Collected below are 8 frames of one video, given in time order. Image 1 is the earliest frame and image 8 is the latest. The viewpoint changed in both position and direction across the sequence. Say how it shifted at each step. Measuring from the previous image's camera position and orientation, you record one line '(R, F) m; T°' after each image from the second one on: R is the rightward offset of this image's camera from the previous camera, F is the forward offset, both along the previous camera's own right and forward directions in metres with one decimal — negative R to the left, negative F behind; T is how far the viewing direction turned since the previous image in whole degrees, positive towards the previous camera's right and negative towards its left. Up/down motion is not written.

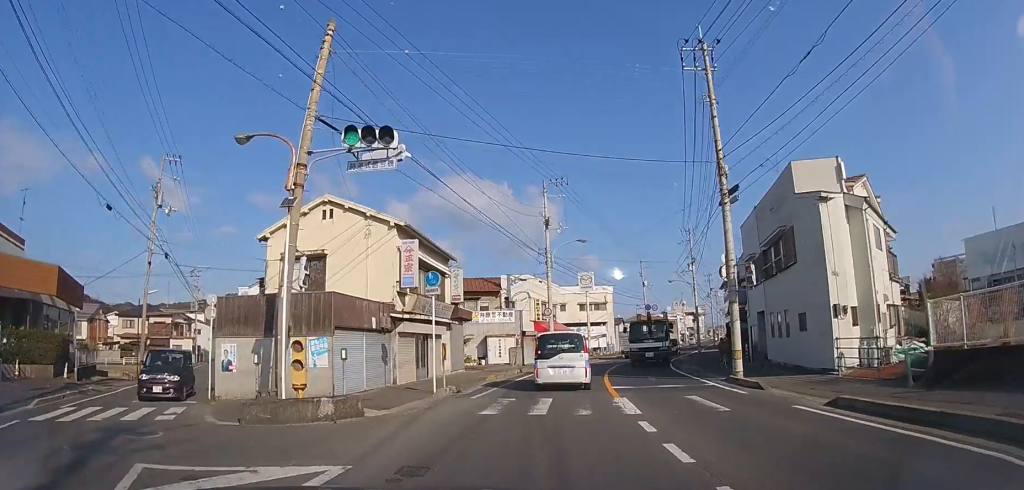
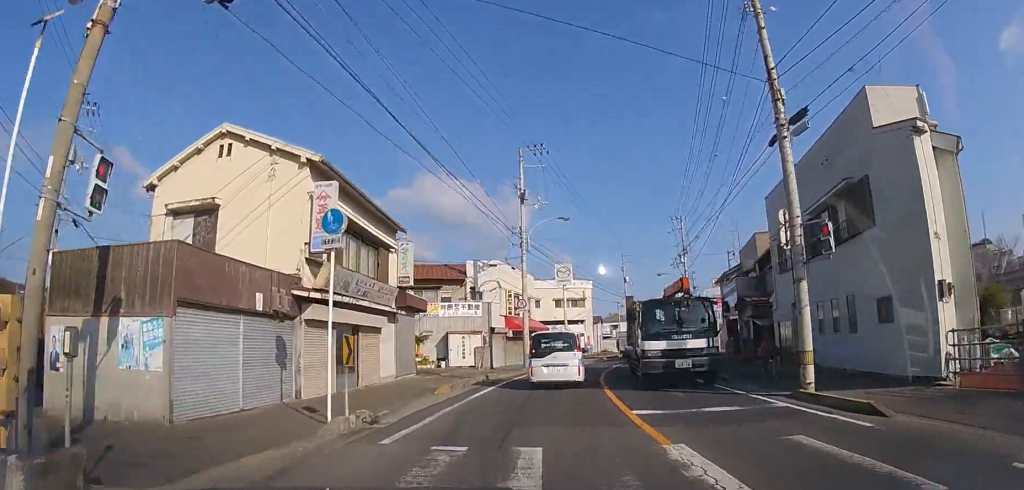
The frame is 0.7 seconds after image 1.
(0.0, +6.0) m; +2°
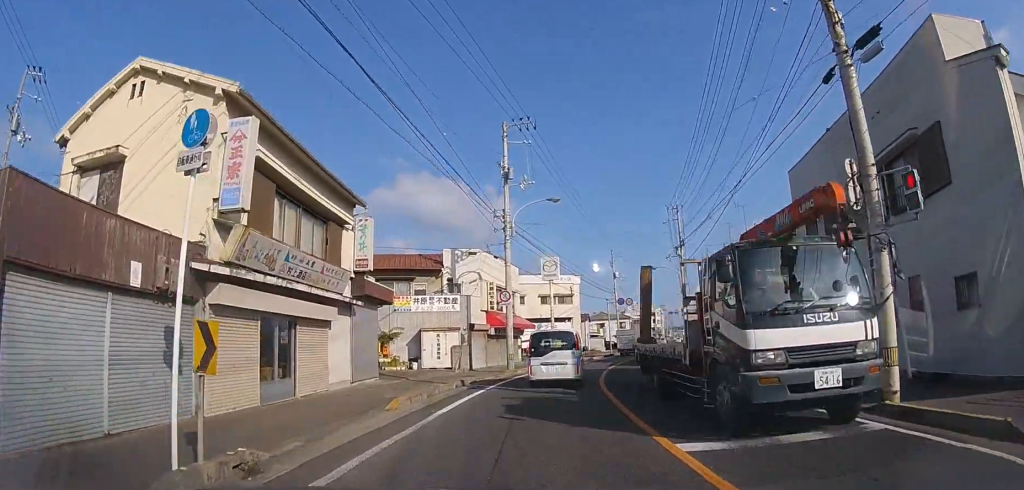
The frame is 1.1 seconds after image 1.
(-0.1, +3.8) m; +2°
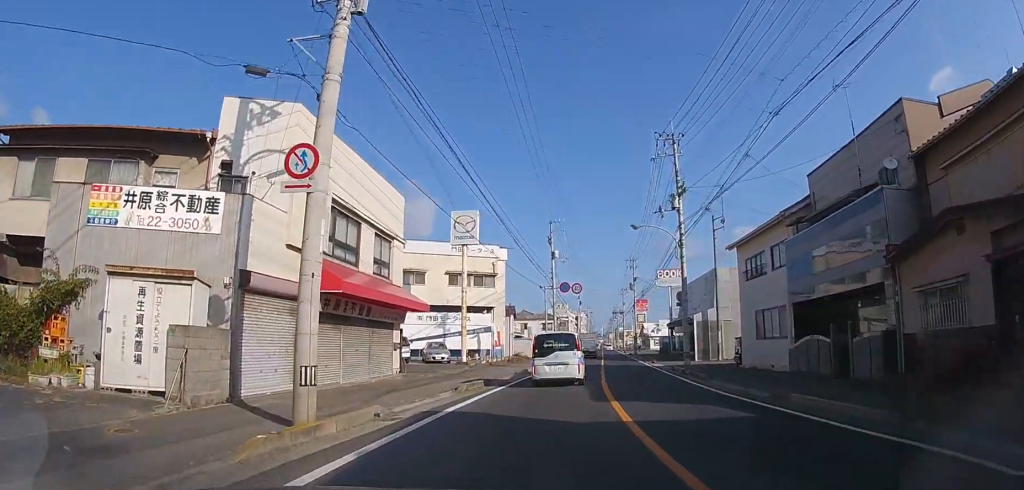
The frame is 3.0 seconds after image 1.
(+2.5, +17.1) m; +15°
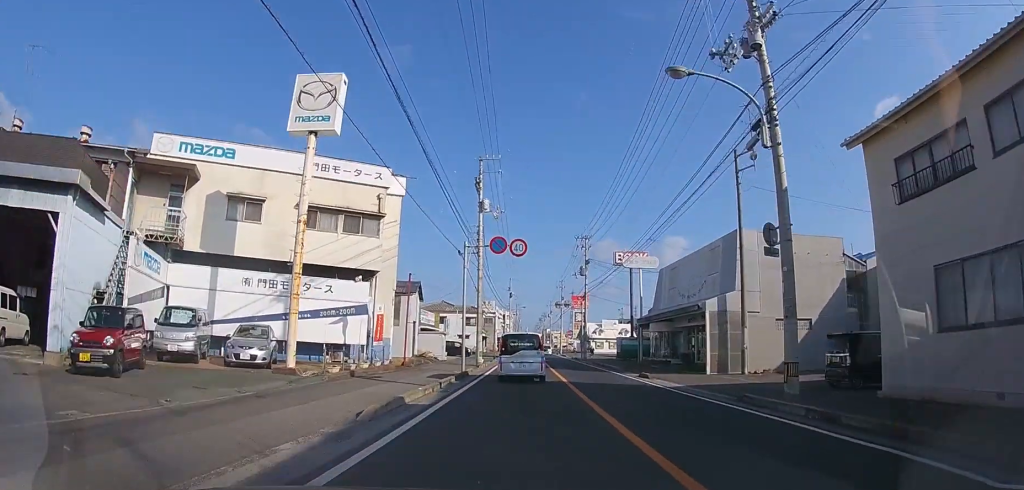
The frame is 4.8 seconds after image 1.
(+1.2, +16.9) m; +6°
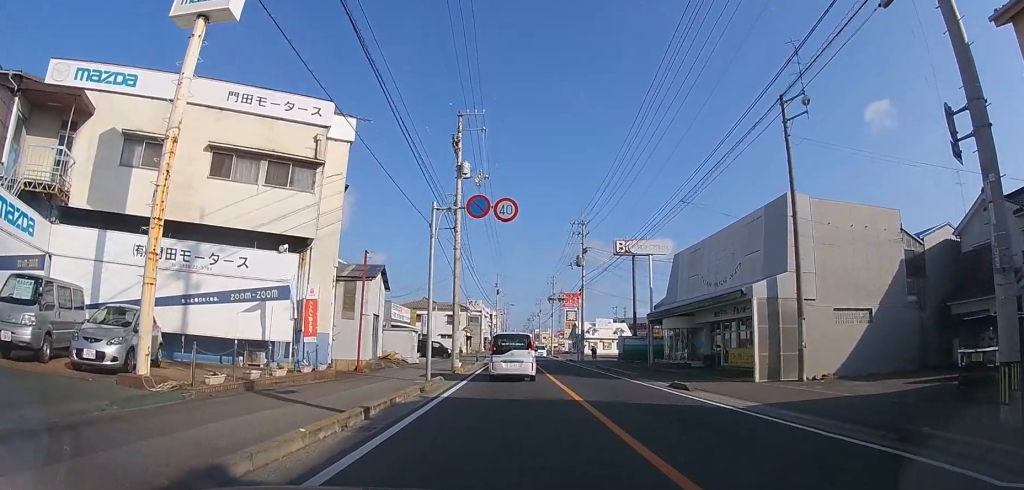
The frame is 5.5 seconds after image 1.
(0.0, +6.6) m; +1°
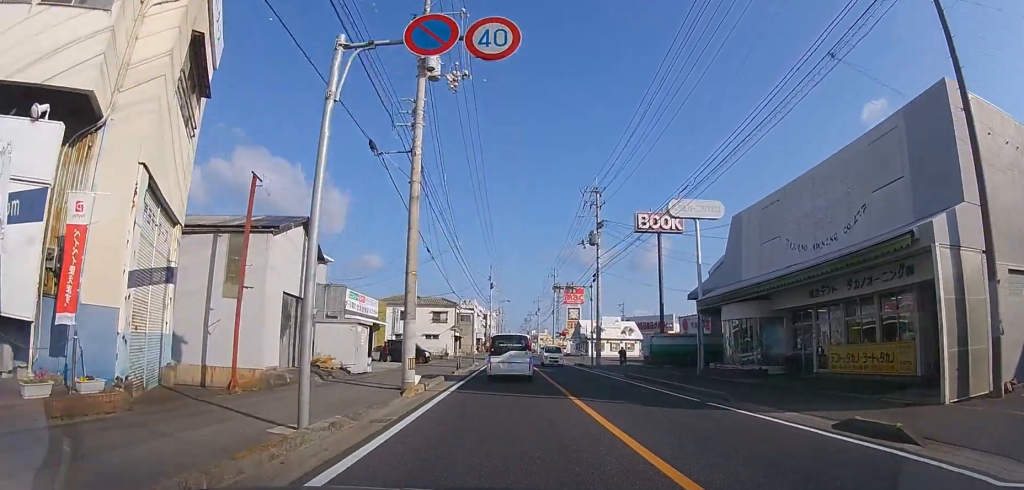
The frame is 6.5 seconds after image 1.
(+0.3, +10.0) m; +1°
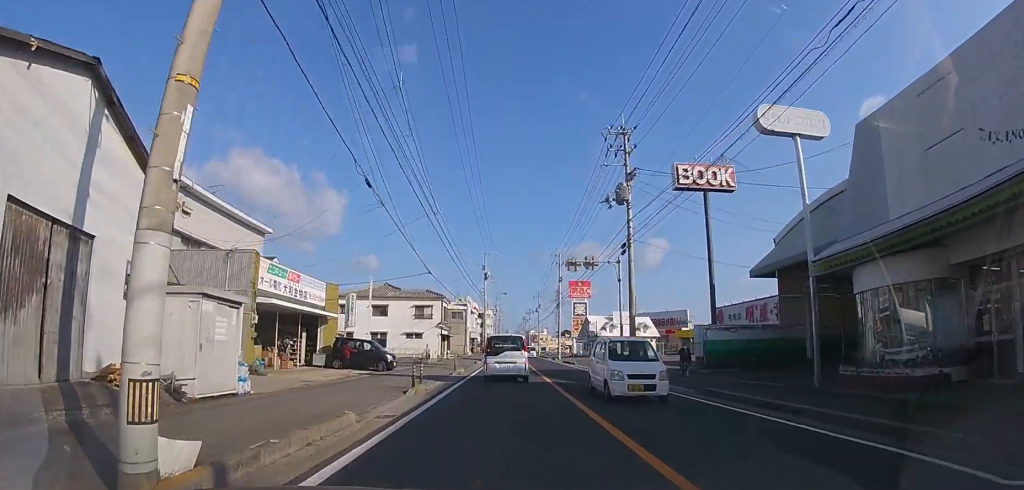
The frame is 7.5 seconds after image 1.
(0.0, +10.0) m; 0°
